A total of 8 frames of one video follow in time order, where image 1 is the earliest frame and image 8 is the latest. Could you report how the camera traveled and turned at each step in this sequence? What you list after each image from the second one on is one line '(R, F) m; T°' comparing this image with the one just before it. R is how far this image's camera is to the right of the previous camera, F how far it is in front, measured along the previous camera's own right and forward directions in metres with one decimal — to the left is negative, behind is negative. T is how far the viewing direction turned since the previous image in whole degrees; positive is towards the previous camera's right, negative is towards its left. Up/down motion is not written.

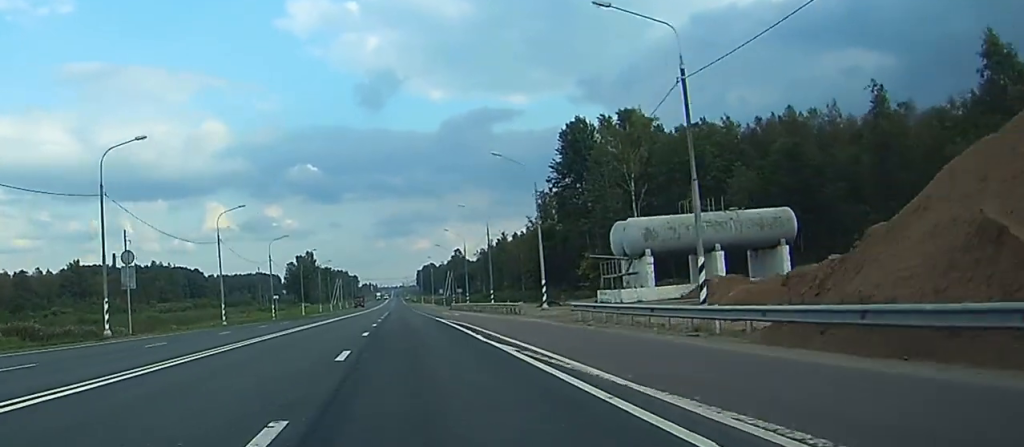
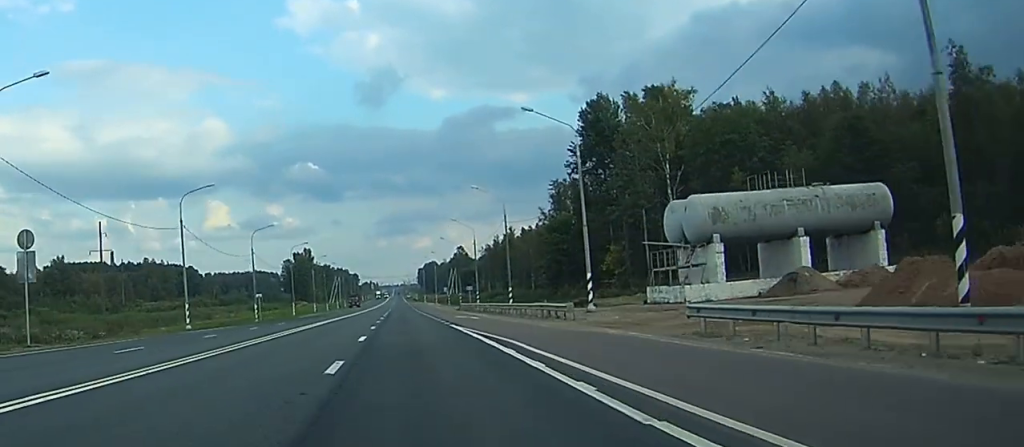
(0.0, +15.0) m; 0°
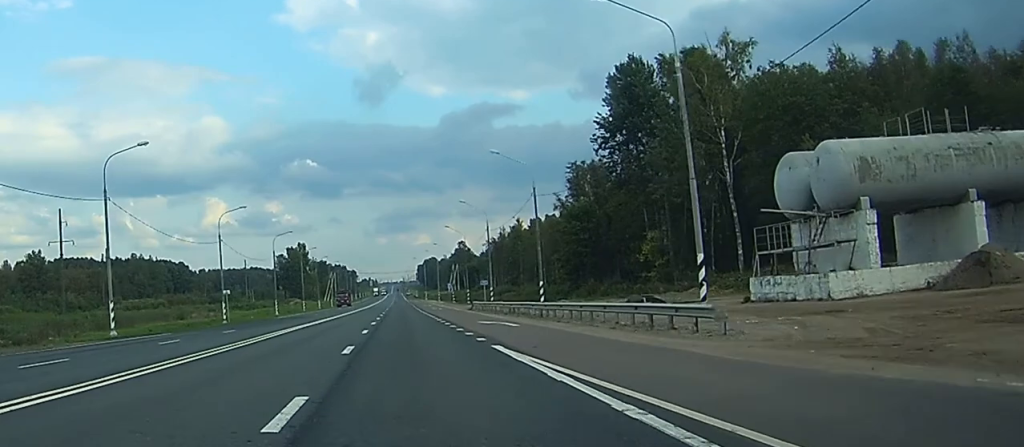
(0.0, +18.4) m; 0°
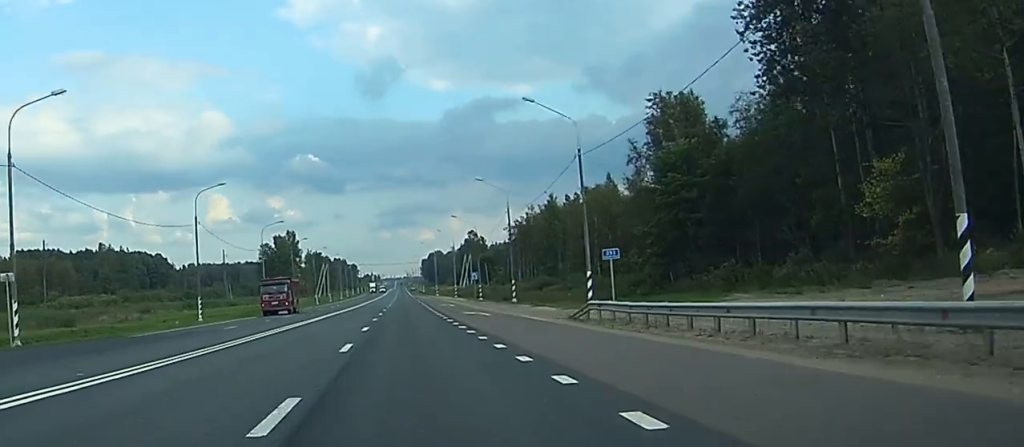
(0.0, +48.0) m; 0°
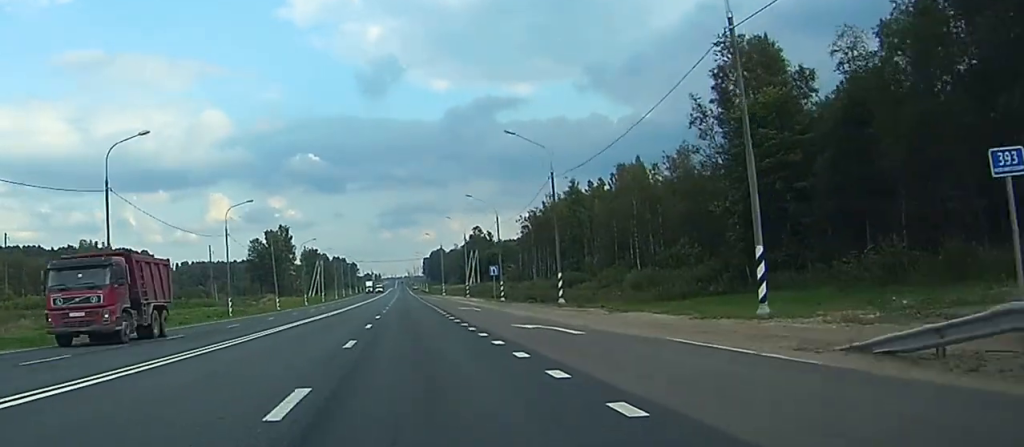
(-0.1, +22.9) m; 0°
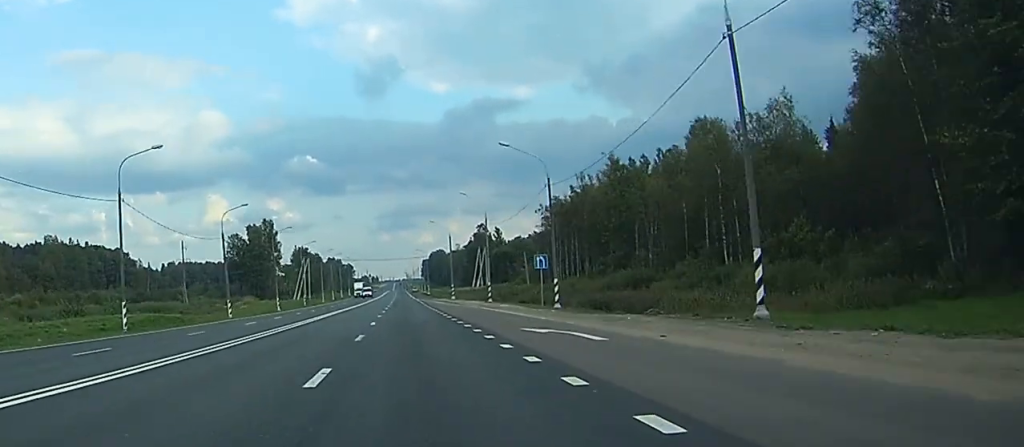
(0.0, +32.6) m; 0°
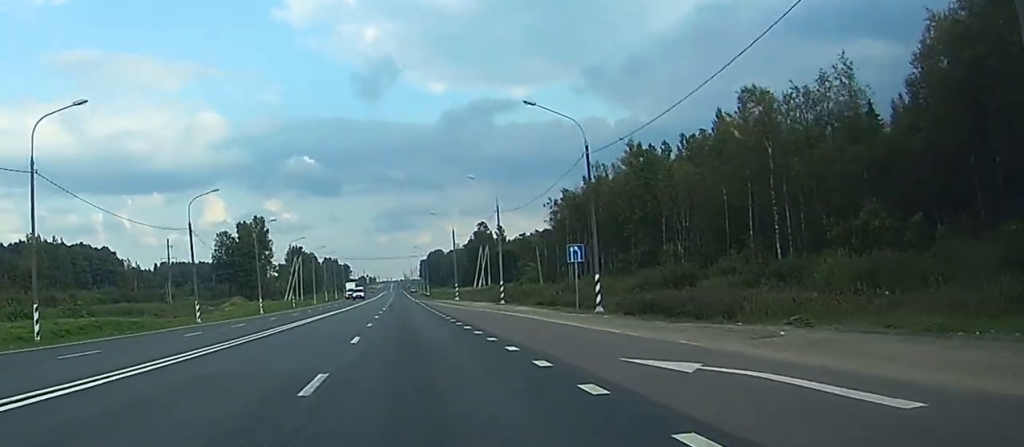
(0.0, +13.0) m; 0°
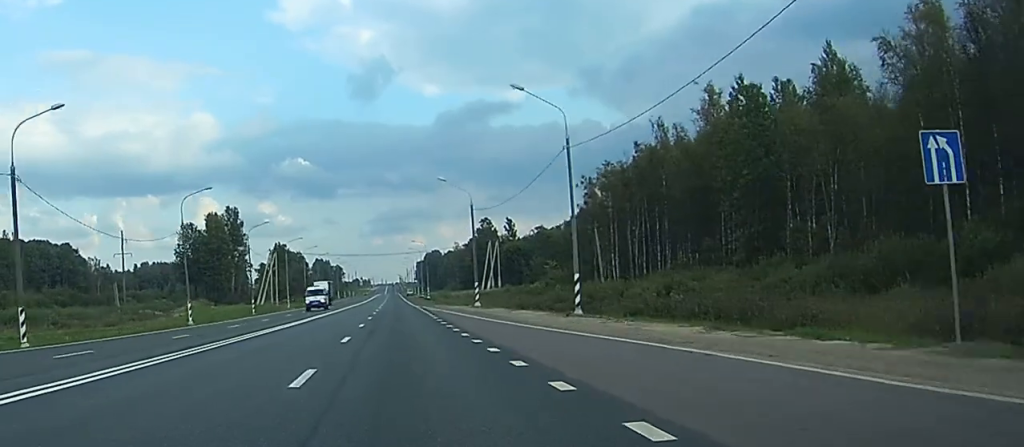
(+0.1, +34.9) m; 0°
